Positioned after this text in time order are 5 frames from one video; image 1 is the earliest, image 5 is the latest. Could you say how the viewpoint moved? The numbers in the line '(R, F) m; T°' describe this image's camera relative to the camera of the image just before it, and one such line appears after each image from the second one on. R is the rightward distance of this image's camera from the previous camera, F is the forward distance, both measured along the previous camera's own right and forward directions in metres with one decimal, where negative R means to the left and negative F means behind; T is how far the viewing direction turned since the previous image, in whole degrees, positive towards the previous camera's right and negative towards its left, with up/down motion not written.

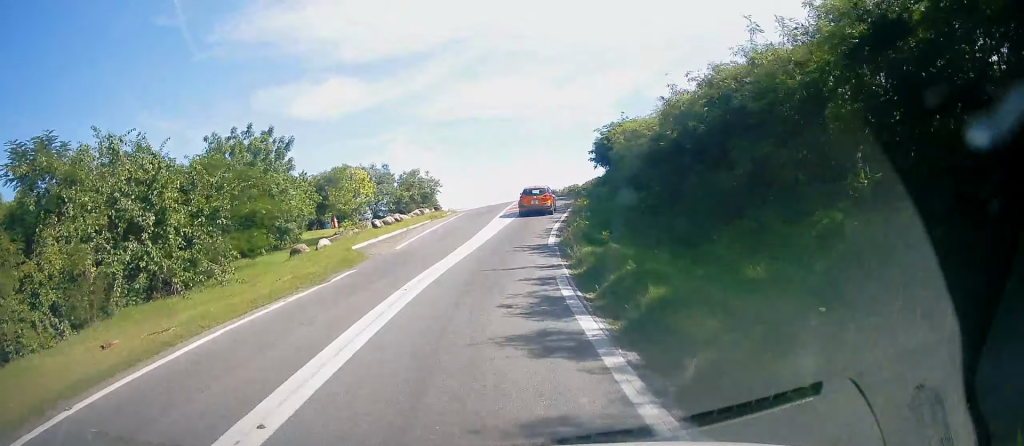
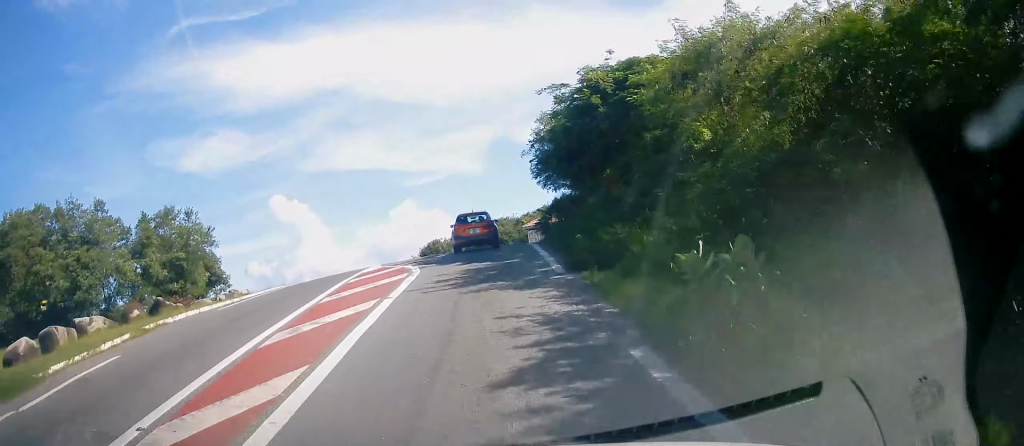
(+1.6, +32.9) m; +9°
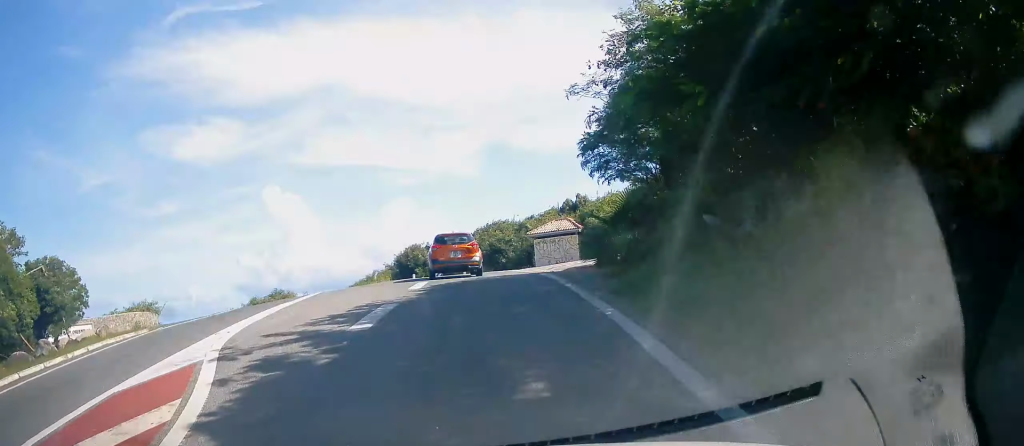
(+0.8, +13.8) m; 0°
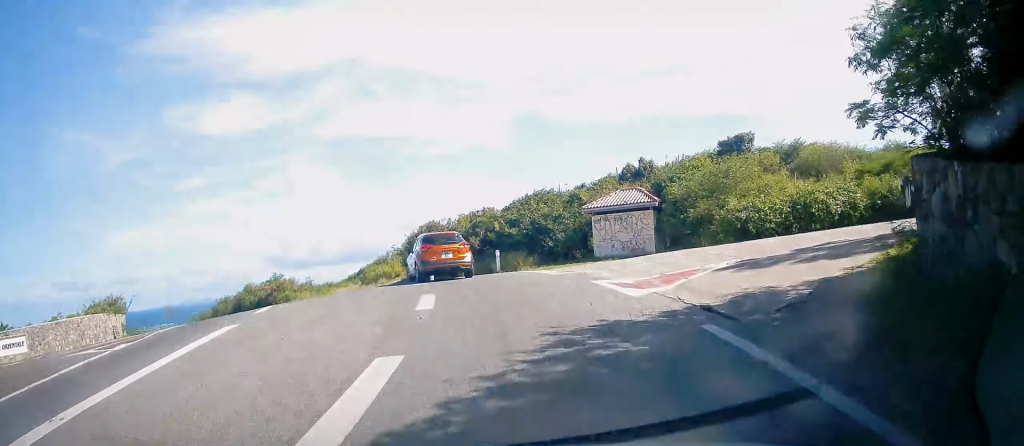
(-0.6, +11.9) m; -2°
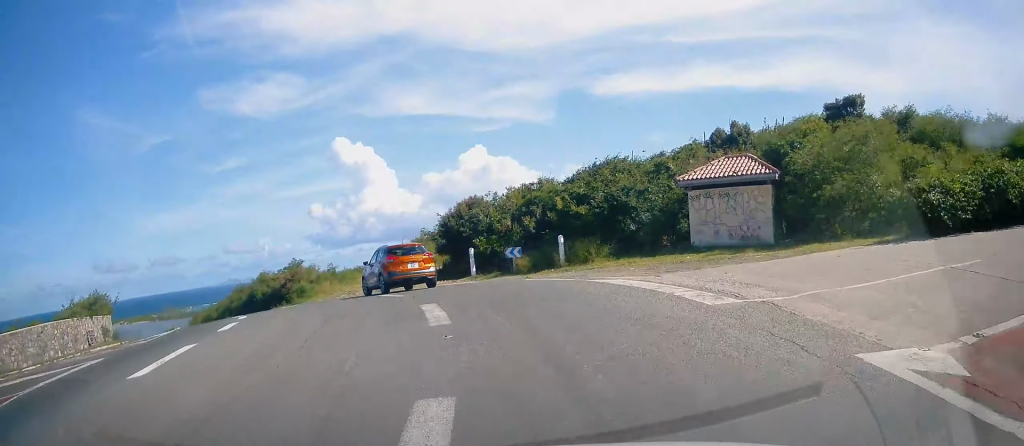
(+0.3, +8.7) m; -2°
